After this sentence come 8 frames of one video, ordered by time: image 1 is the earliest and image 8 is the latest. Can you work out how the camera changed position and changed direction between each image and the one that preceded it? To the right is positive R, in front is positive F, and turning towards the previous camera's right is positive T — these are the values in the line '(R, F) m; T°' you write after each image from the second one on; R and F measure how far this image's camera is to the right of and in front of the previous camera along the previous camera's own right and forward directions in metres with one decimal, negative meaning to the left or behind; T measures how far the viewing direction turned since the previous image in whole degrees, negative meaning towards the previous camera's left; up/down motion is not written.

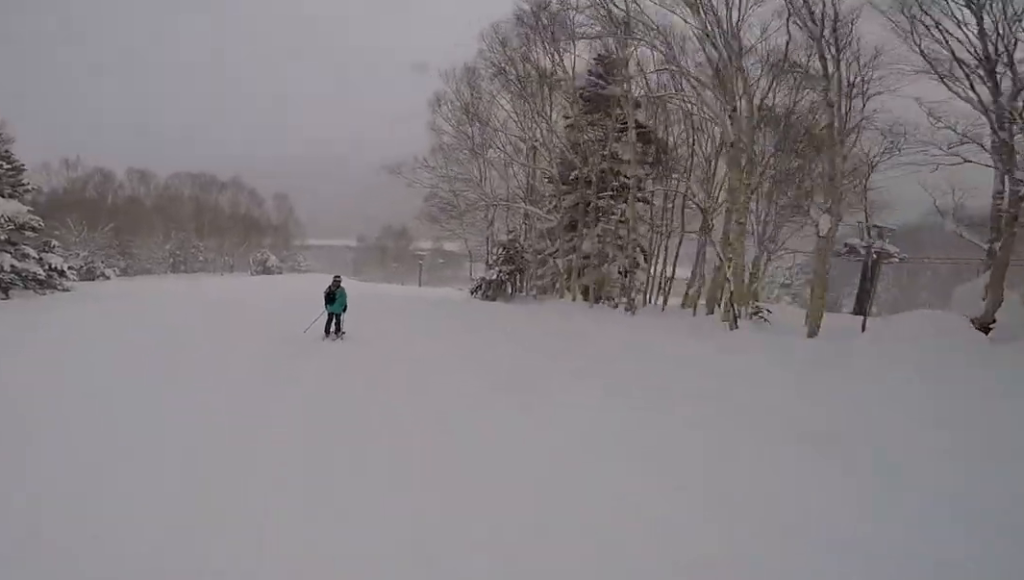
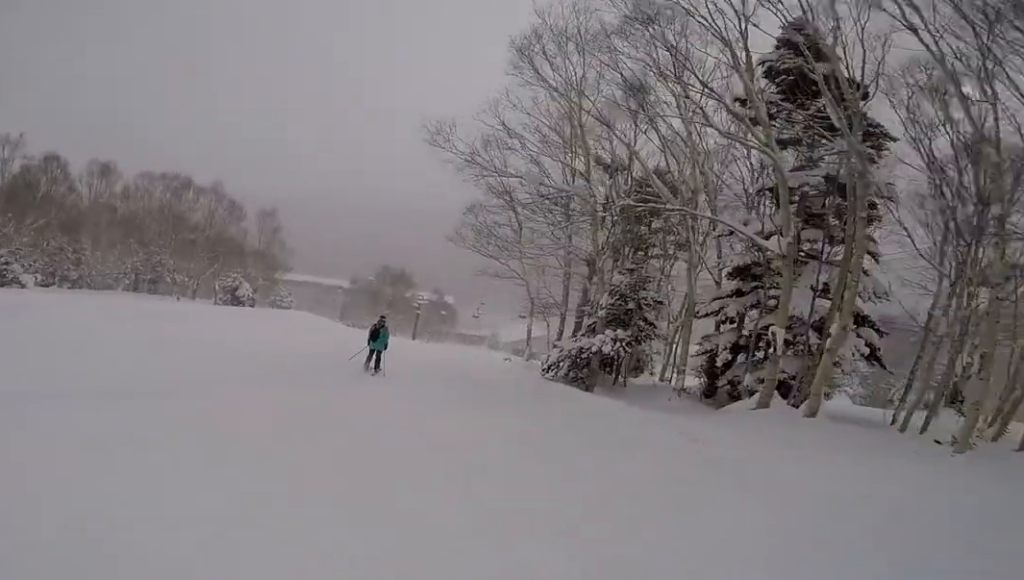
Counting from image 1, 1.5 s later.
(+0.2, +10.9) m; -2°
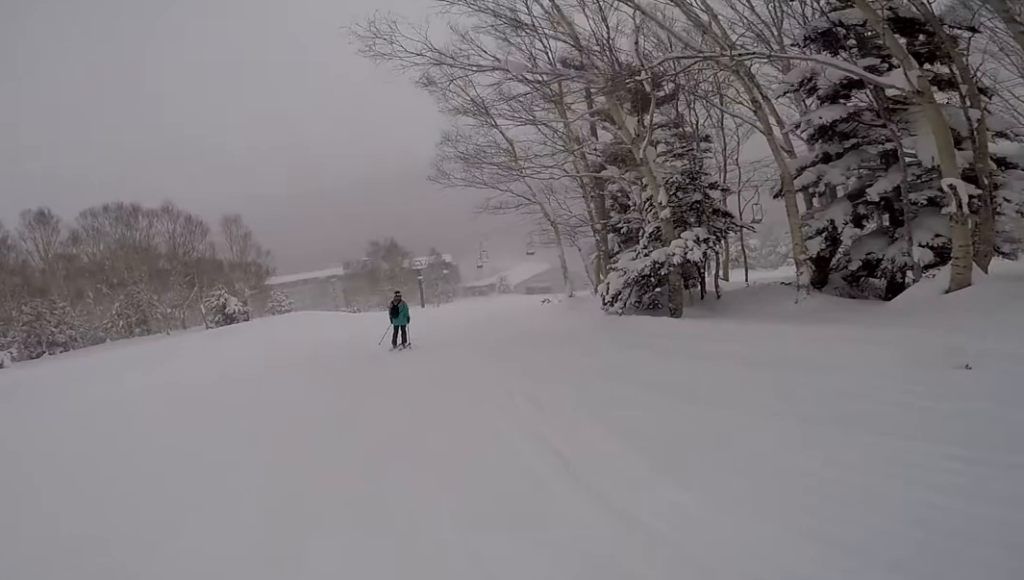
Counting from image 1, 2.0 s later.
(+0.1, +3.6) m; +6°
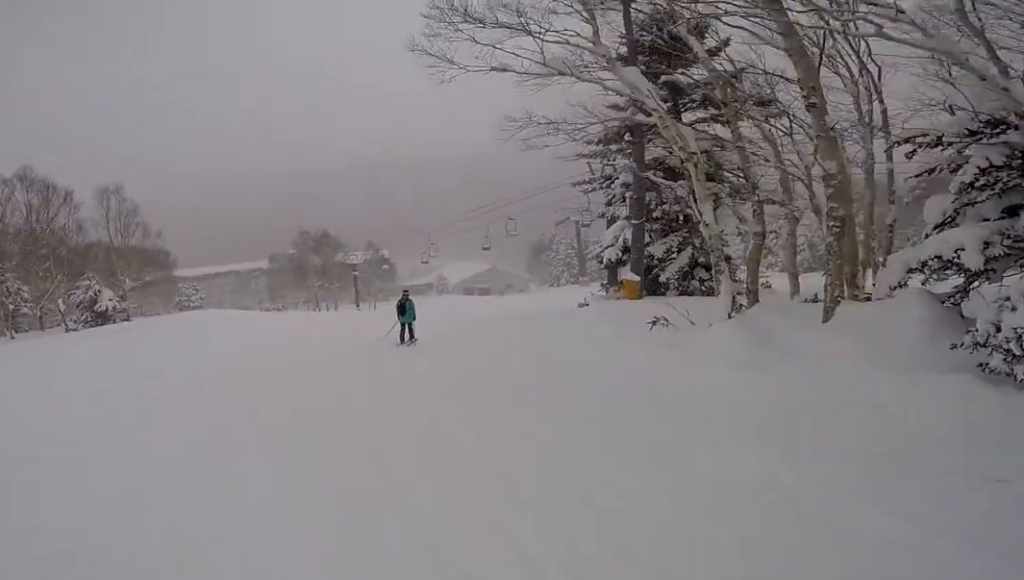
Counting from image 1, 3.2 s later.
(+1.4, +8.8) m; +8°
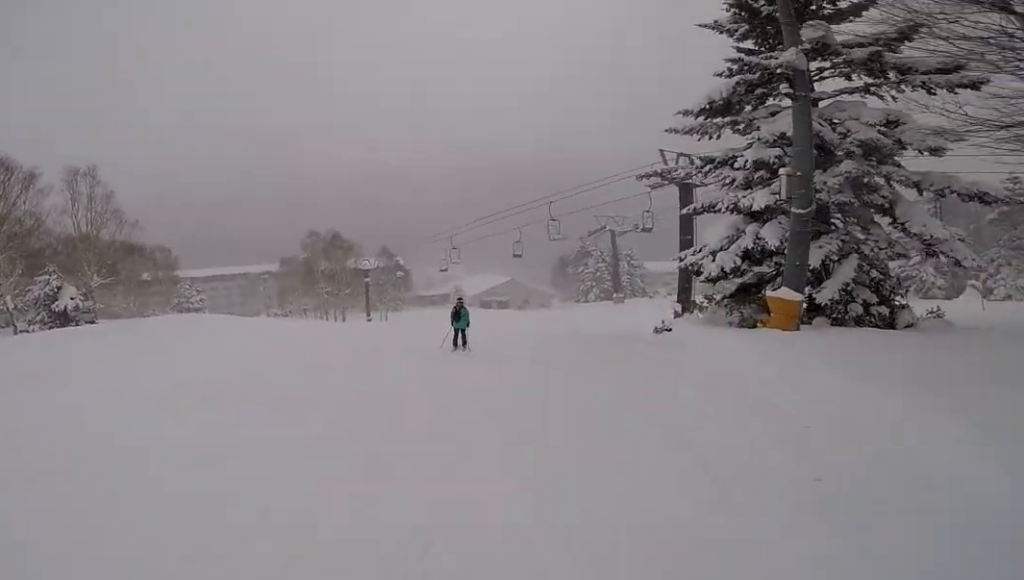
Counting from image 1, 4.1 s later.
(-0.4, +5.8) m; +1°
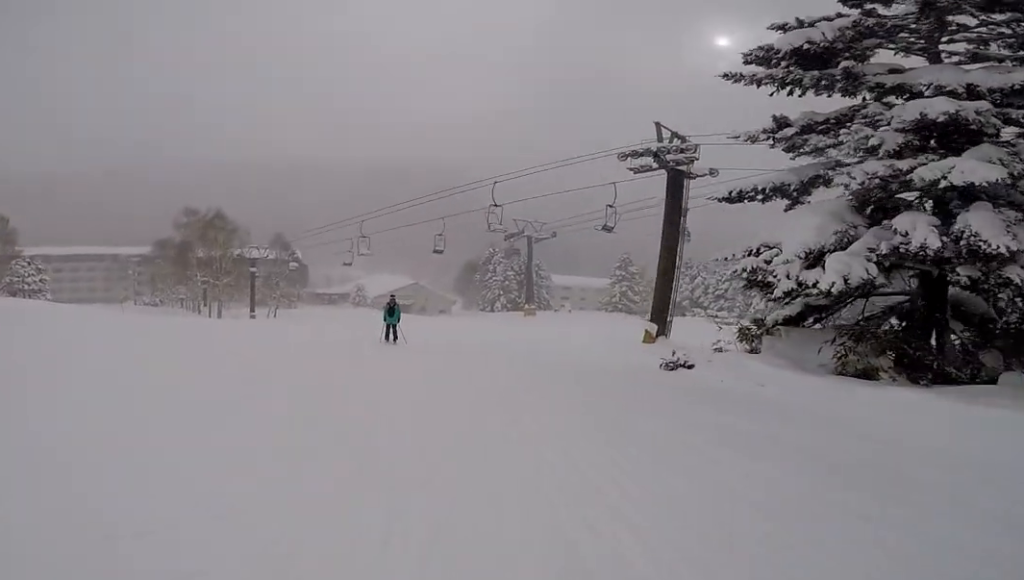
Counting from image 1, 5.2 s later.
(+0.6, +7.5) m; +6°
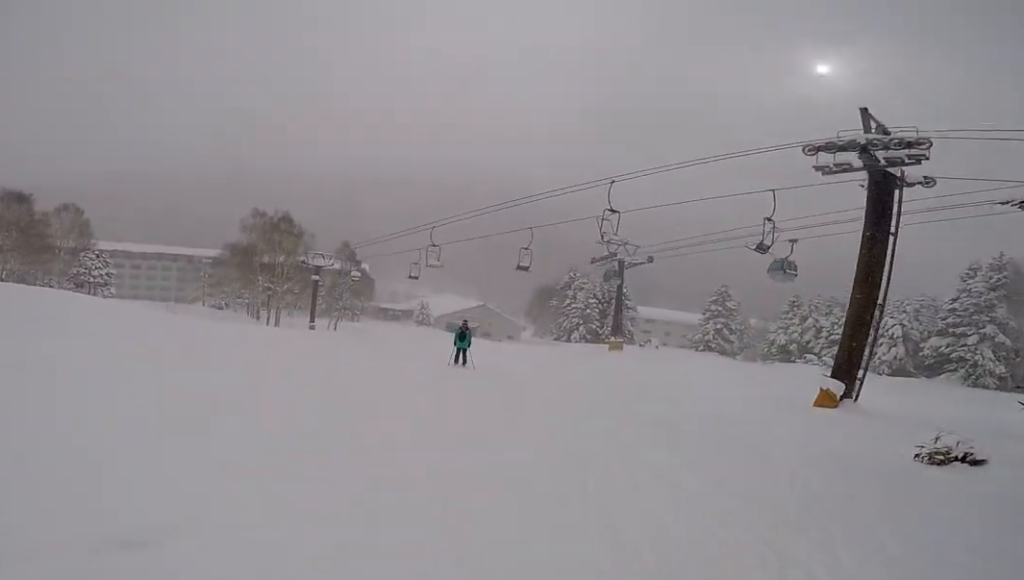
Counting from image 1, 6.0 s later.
(0.0, +4.9) m; +2°
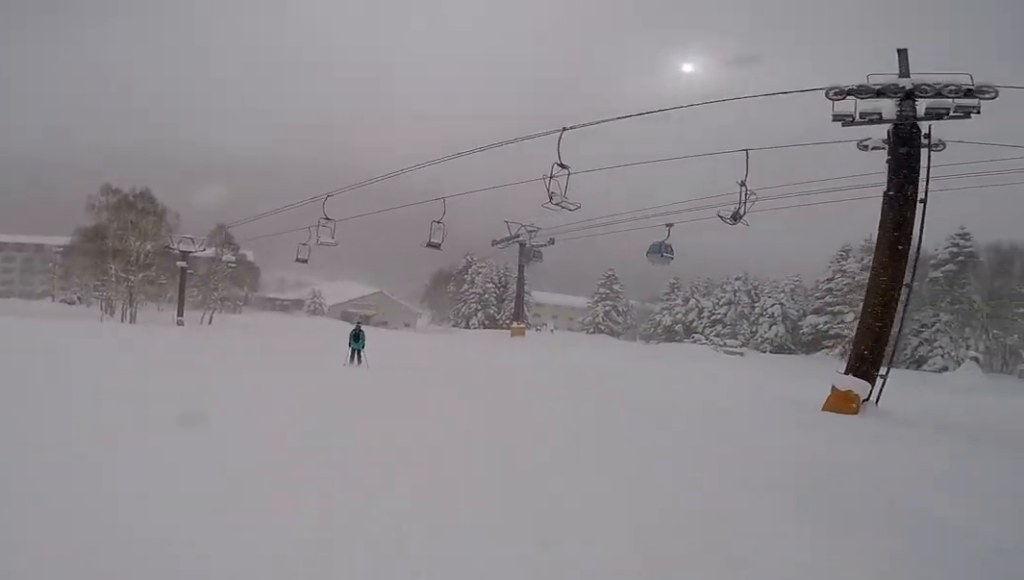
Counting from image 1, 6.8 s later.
(-0.3, +5.6) m; +2°
